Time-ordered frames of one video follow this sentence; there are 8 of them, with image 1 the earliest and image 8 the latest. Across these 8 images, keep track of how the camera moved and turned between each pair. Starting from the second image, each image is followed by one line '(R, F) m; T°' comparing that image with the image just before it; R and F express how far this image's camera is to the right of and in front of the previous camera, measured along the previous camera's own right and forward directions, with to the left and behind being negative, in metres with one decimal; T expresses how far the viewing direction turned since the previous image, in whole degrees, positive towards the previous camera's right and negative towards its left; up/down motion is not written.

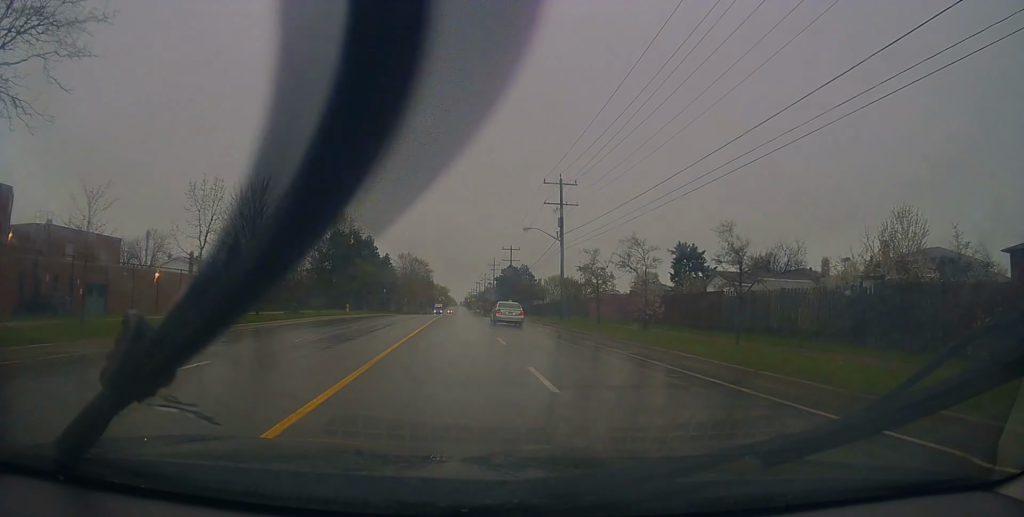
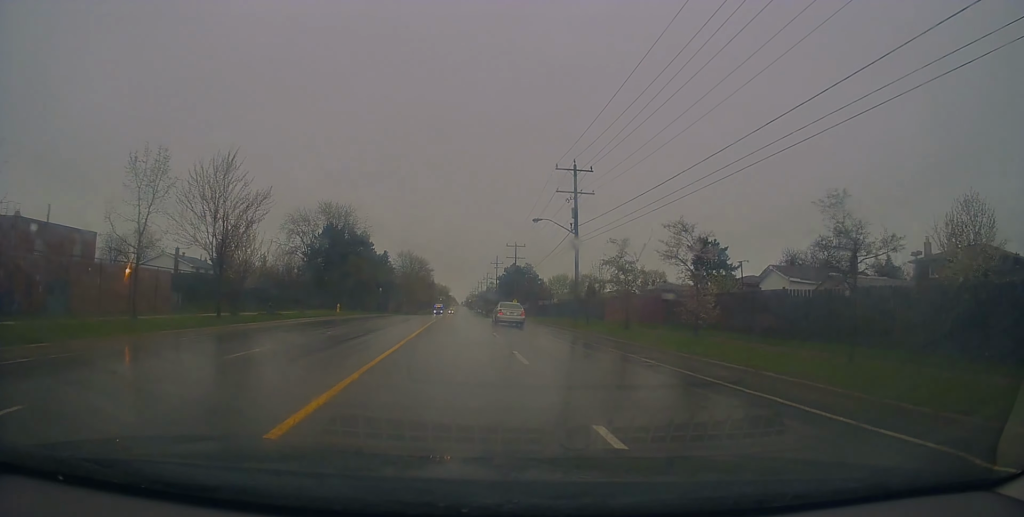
(0.0, +5.3) m; 0°
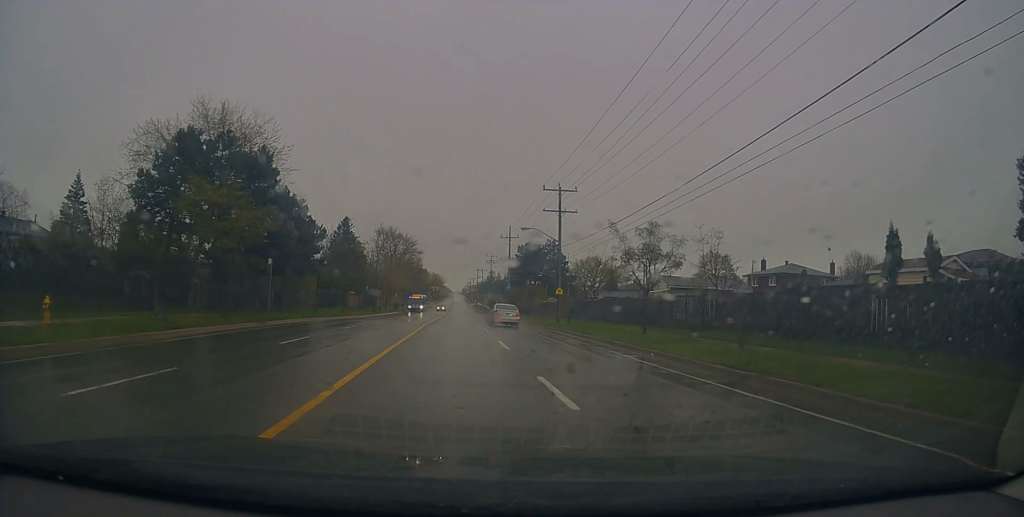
(+0.2, +41.2) m; 0°
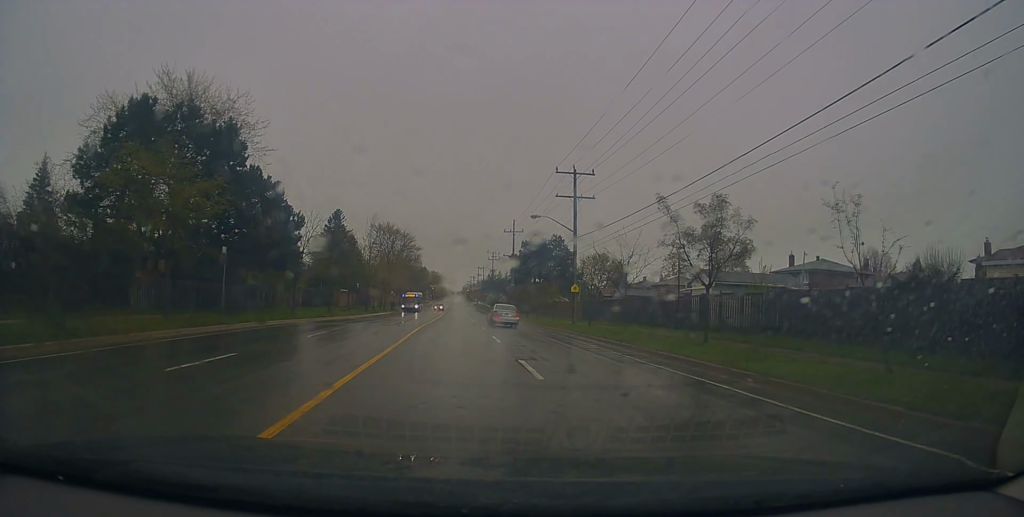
(0.0, +6.4) m; 0°
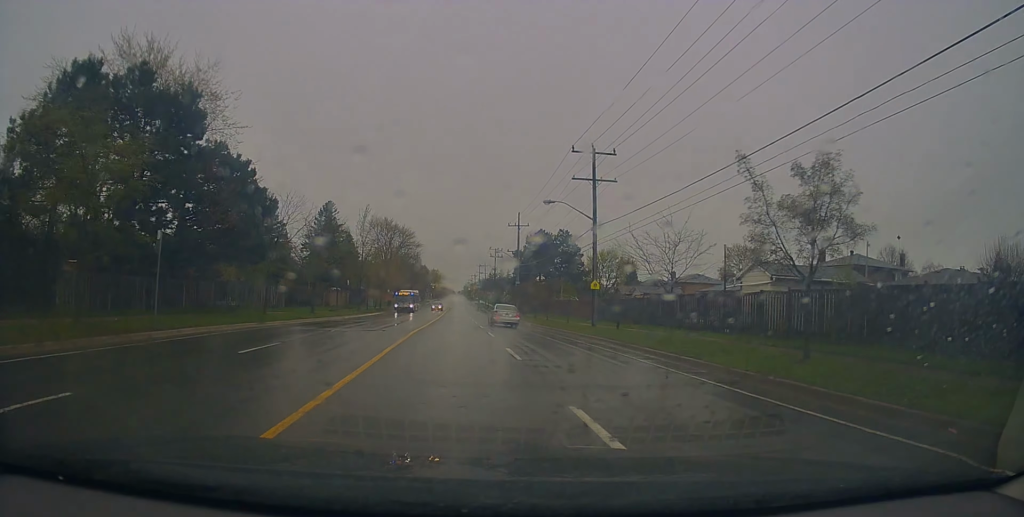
(-0.2, +5.7) m; 0°
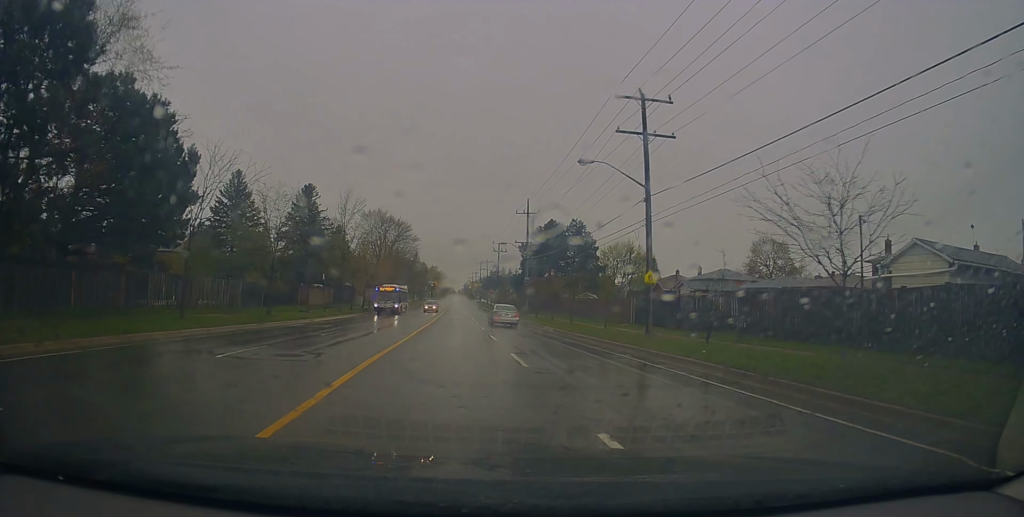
(0.0, +10.7) m; +1°
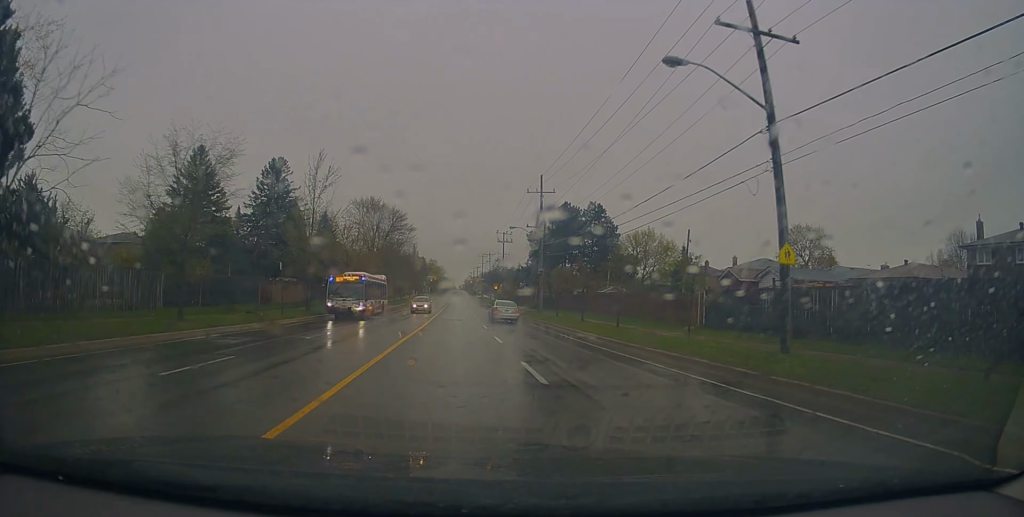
(+0.3, +11.6) m; 0°
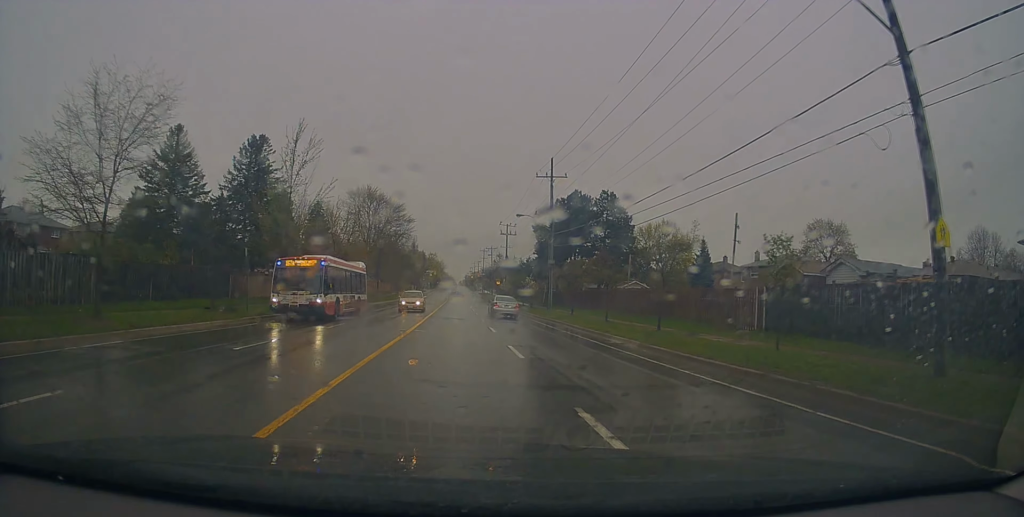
(-0.2, +5.8) m; 0°
